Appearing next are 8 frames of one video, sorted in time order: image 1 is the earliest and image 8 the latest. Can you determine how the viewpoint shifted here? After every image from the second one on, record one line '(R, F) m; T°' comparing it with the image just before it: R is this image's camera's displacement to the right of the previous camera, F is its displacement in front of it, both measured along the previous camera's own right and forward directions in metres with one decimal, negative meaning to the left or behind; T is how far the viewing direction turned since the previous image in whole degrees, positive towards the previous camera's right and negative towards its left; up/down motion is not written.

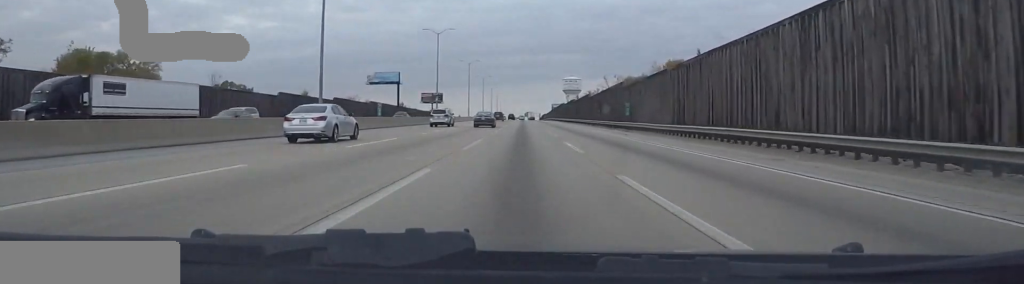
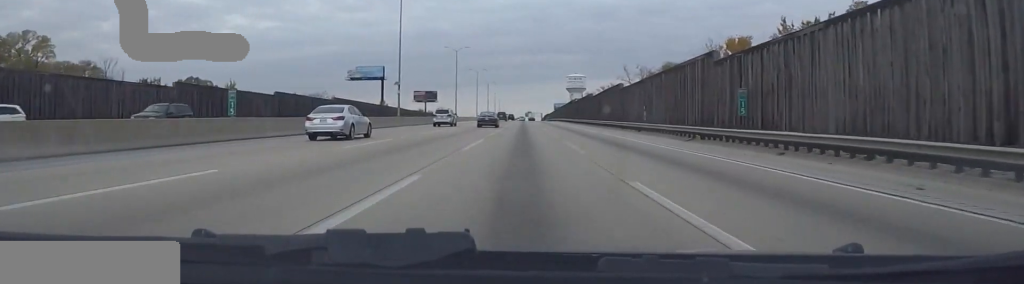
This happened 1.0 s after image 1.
(+0.8, +34.1) m; +1°
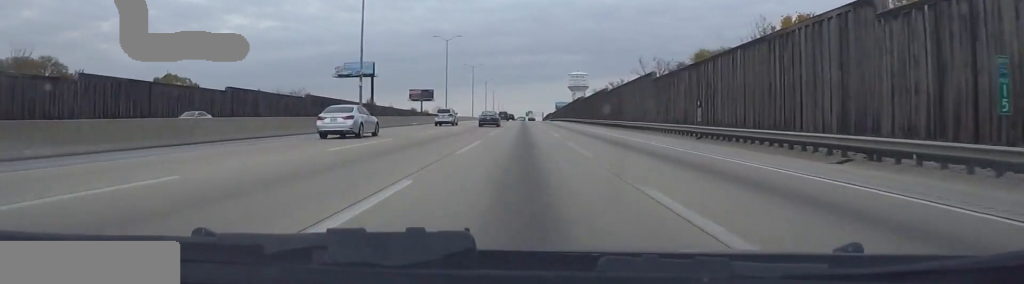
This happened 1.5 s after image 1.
(-0.1, +15.5) m; 0°
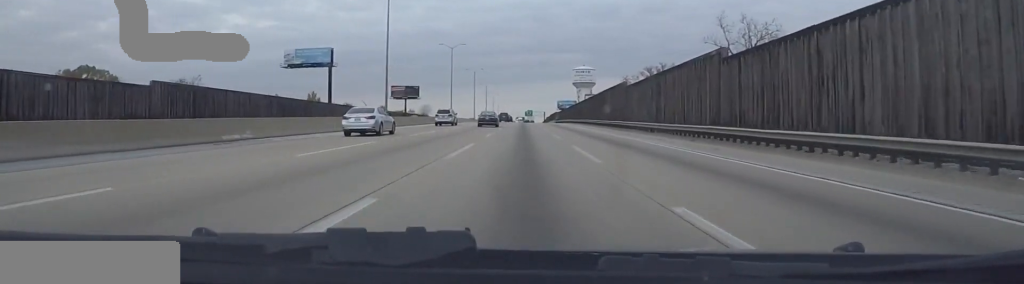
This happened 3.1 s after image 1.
(+0.5, +41.4) m; 0°
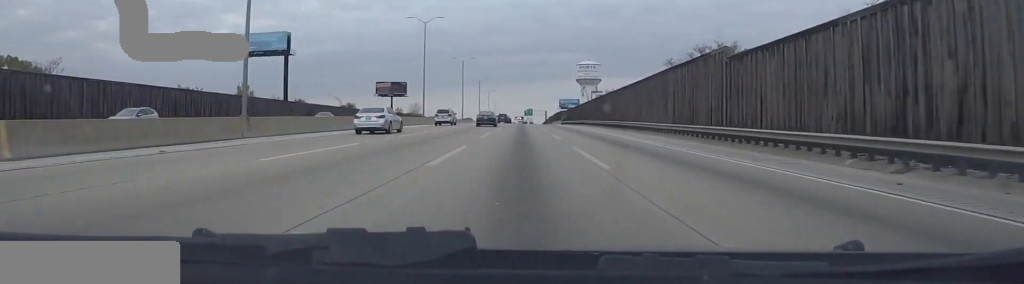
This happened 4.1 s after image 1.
(-1.2, +29.8) m; -1°
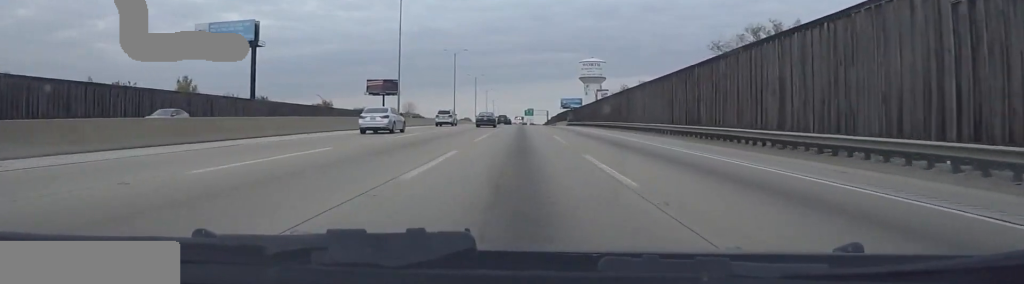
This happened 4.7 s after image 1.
(+0.5, +17.3) m; +1°
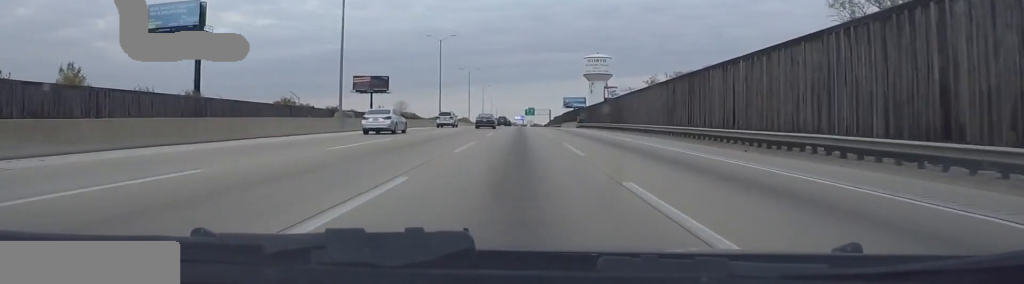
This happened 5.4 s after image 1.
(+0.2, +21.9) m; 0°
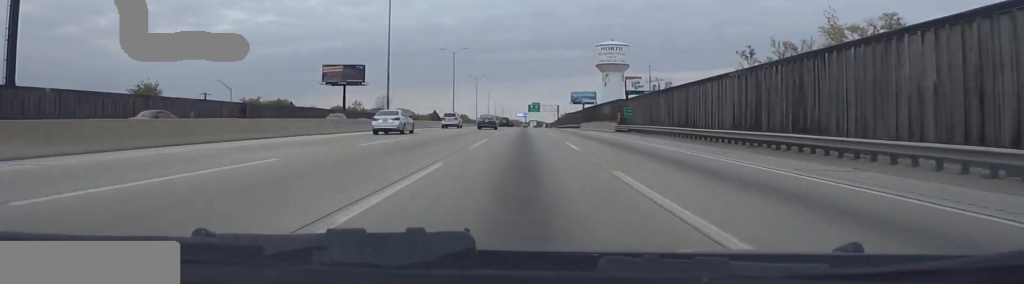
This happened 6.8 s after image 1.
(+0.1, +42.0) m; 0°
